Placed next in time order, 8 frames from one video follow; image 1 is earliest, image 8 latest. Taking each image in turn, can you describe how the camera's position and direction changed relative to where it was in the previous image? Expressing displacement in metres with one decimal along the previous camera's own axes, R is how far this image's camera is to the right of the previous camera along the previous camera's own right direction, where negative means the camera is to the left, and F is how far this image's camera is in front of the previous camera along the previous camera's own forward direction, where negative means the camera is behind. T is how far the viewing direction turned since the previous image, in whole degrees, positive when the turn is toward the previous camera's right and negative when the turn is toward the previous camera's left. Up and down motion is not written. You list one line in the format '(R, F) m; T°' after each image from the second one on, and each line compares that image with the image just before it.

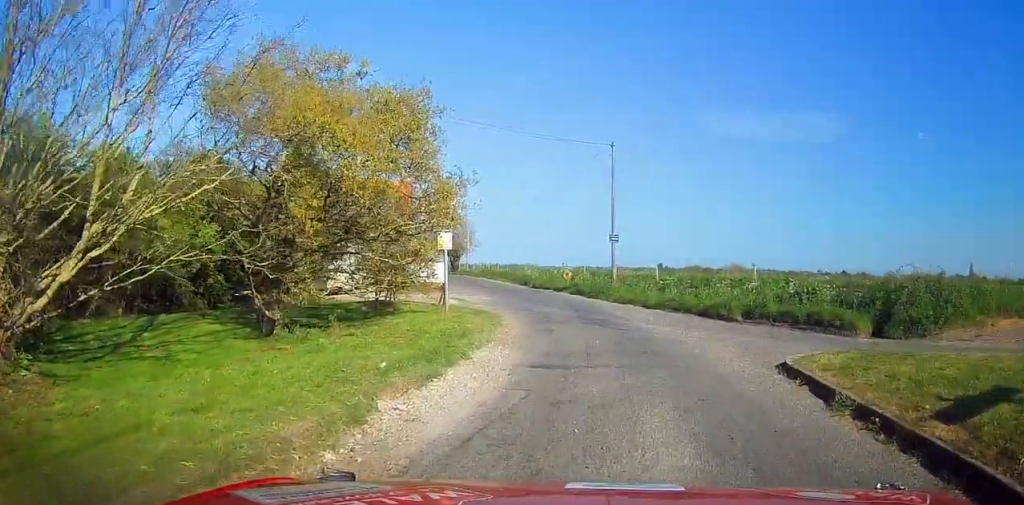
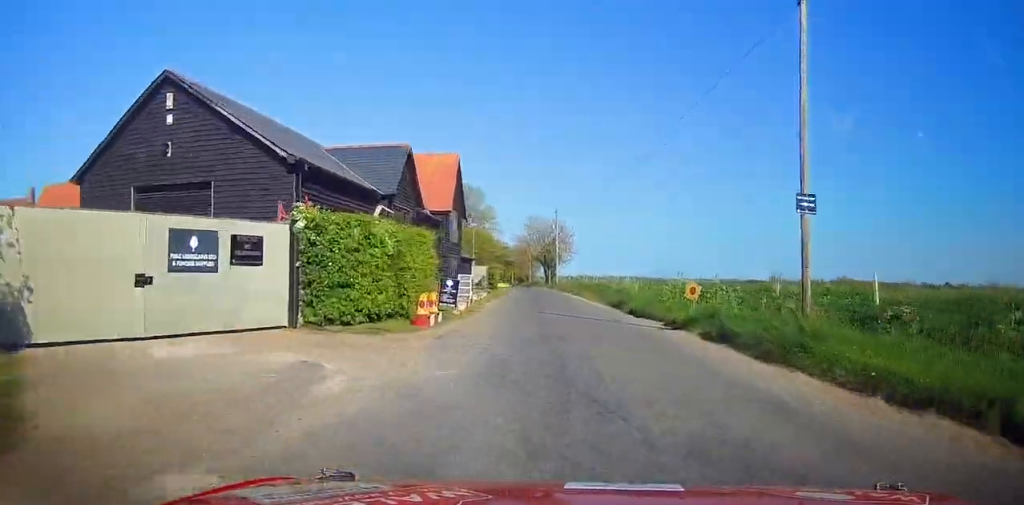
(+1.4, +16.8) m; +1°
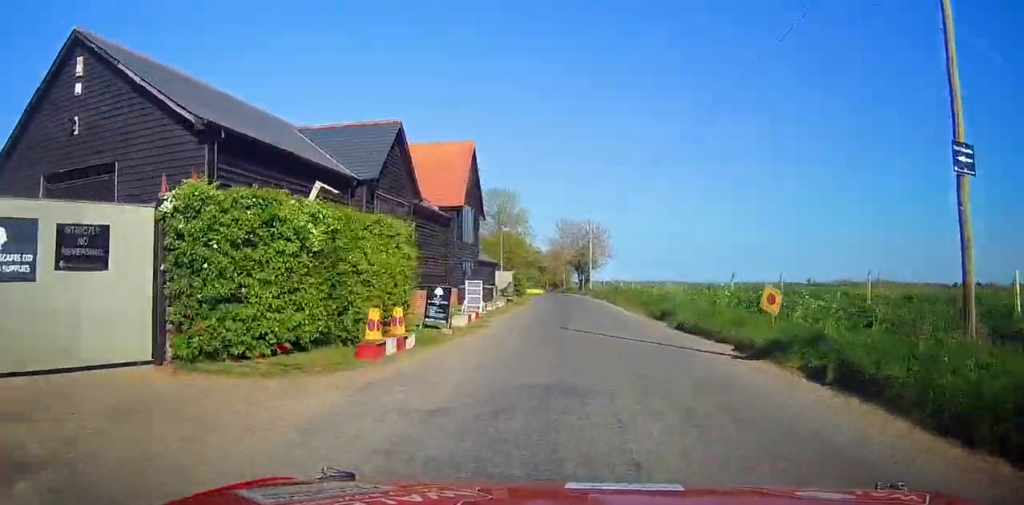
(-0.3, +5.5) m; -3°
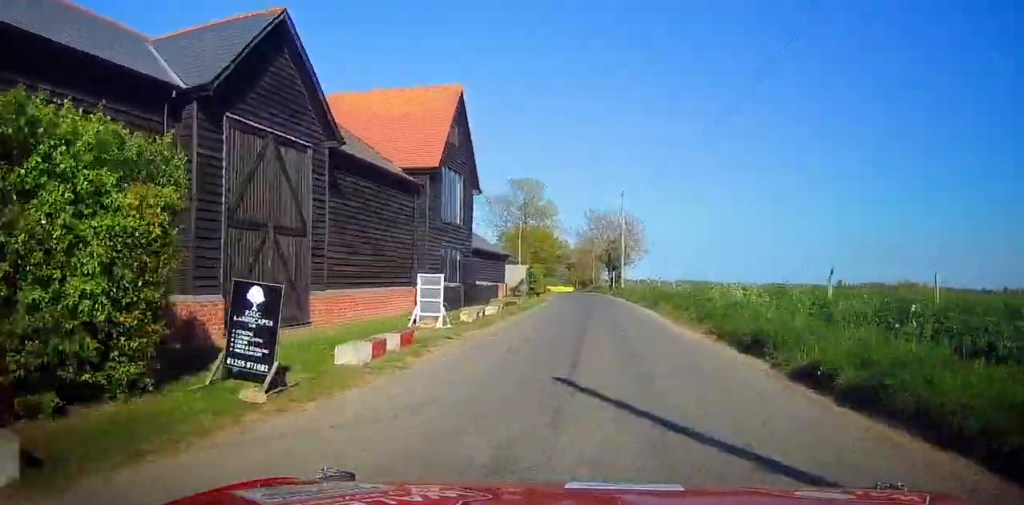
(-0.2, +8.9) m; -4°
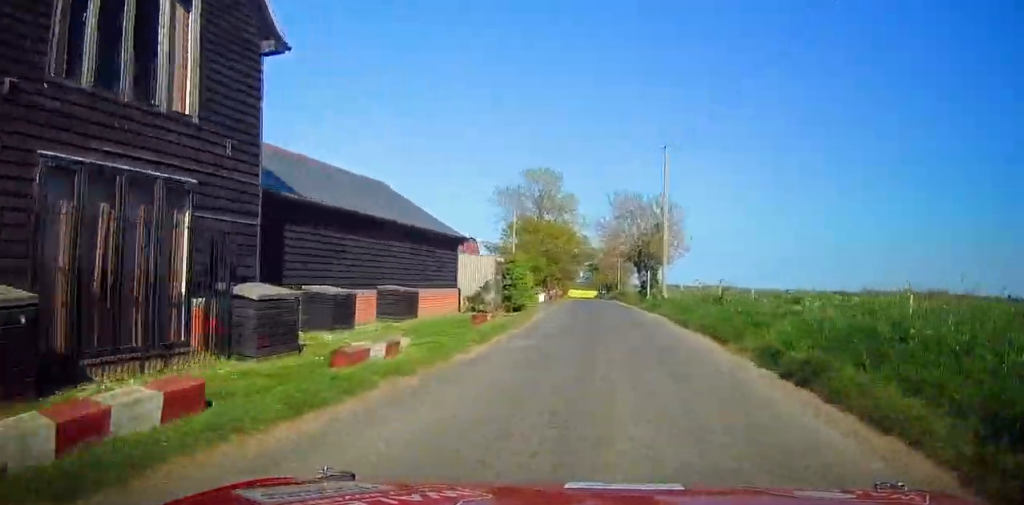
(-0.7, +17.5) m; -4°
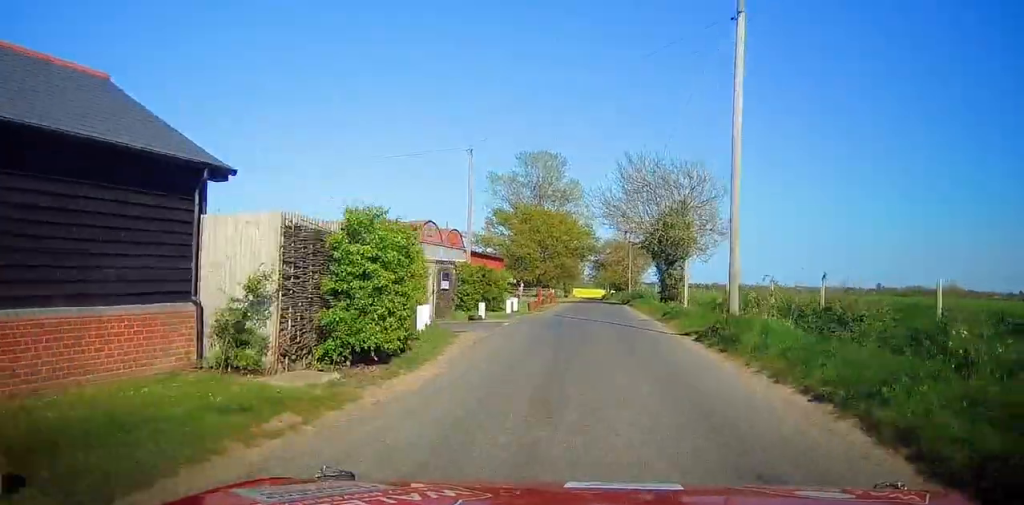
(-0.4, +14.8) m; 0°
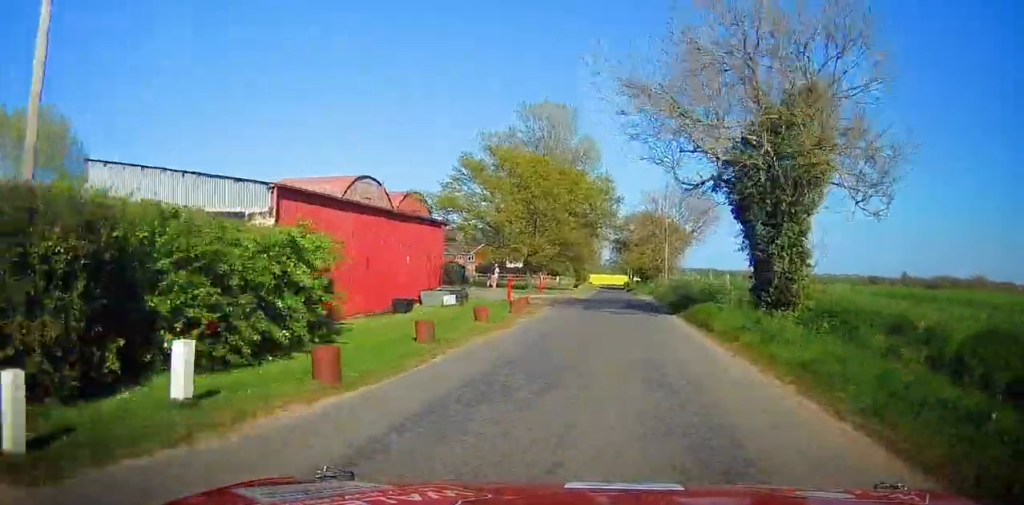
(+0.3, +22.8) m; 0°
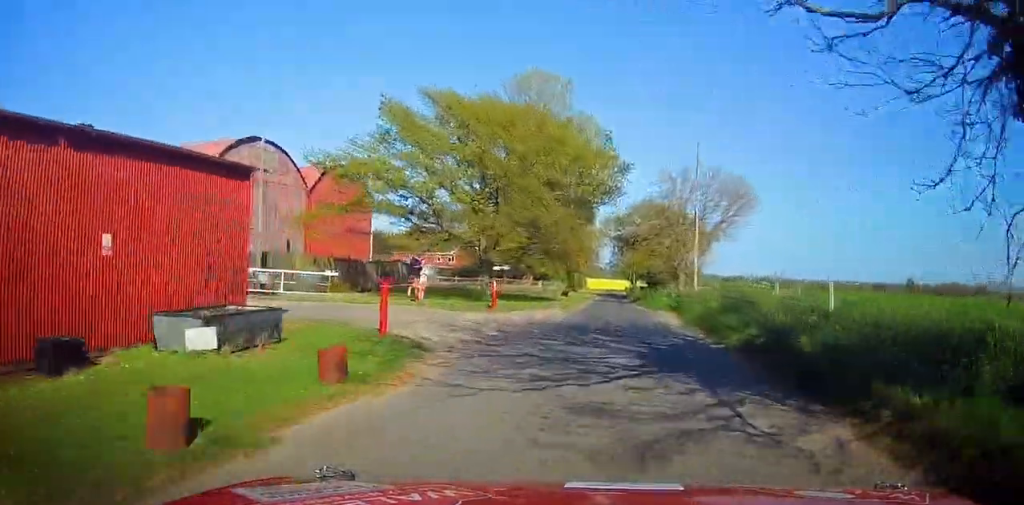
(-0.2, +15.3) m; -1°
